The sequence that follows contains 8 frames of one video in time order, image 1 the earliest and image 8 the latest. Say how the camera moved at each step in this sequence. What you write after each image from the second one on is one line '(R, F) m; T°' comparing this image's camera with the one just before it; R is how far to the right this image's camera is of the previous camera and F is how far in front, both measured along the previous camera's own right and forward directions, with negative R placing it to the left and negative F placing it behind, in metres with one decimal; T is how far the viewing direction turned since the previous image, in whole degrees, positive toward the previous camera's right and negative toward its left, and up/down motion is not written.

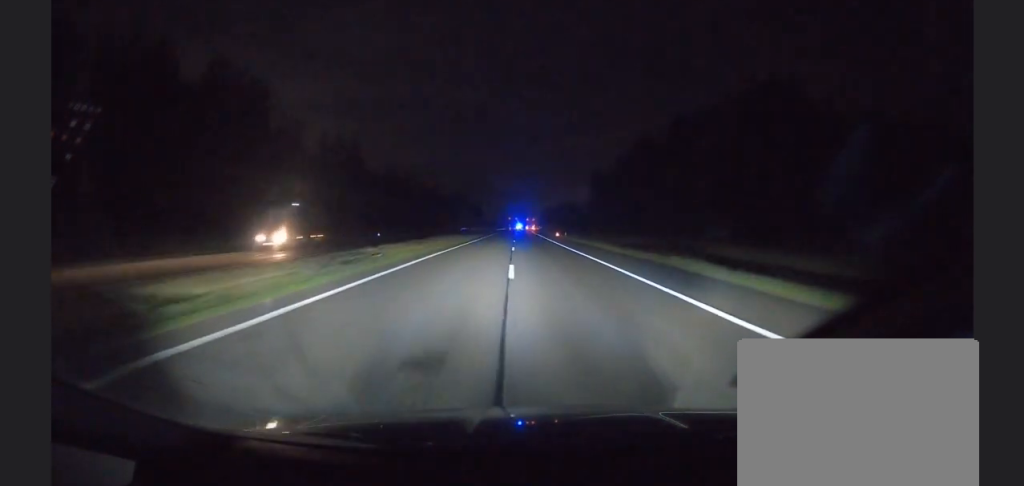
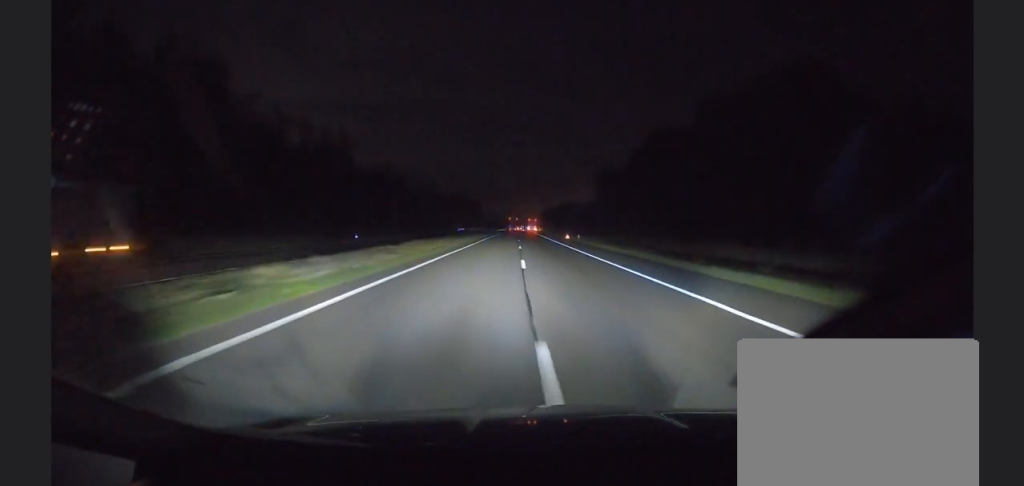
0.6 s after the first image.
(-0.4, +13.0) m; -1°
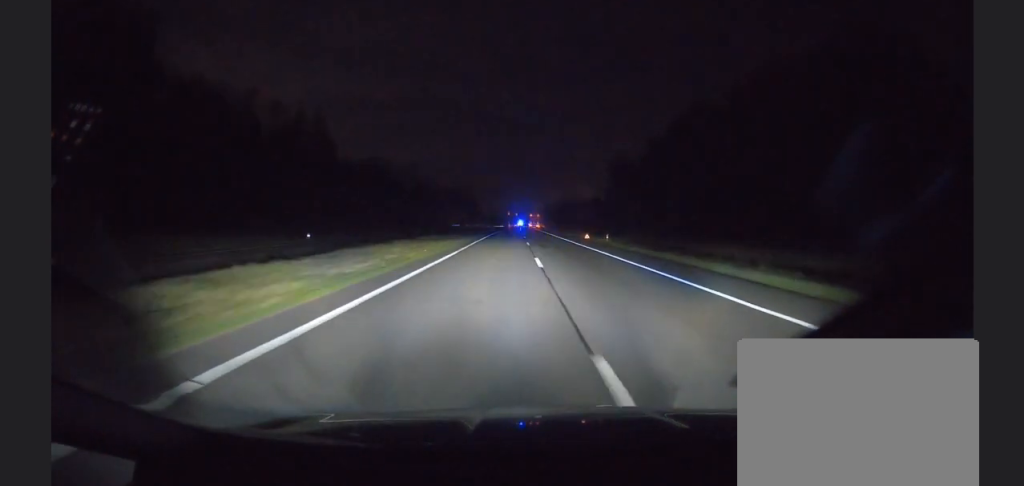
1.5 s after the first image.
(0.0, +18.2) m; +1°
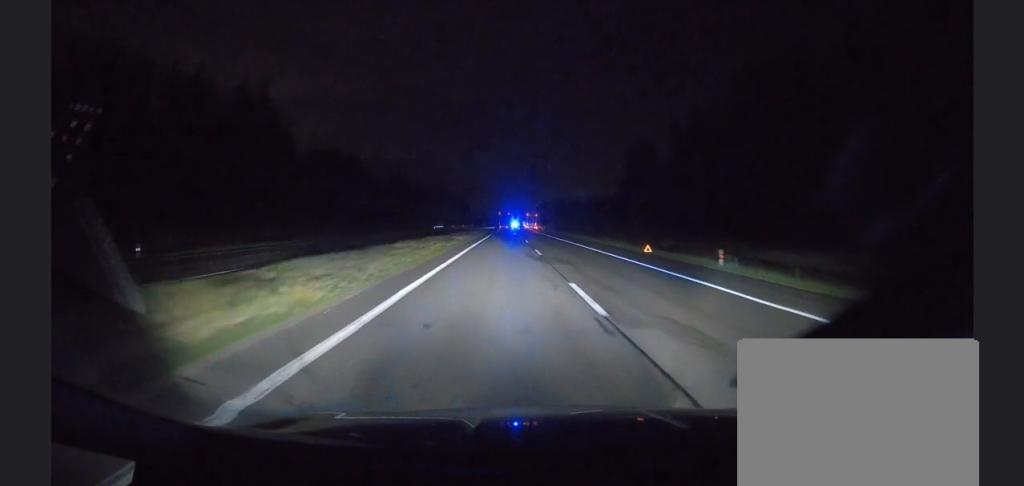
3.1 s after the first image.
(+0.6, +29.9) m; +2°
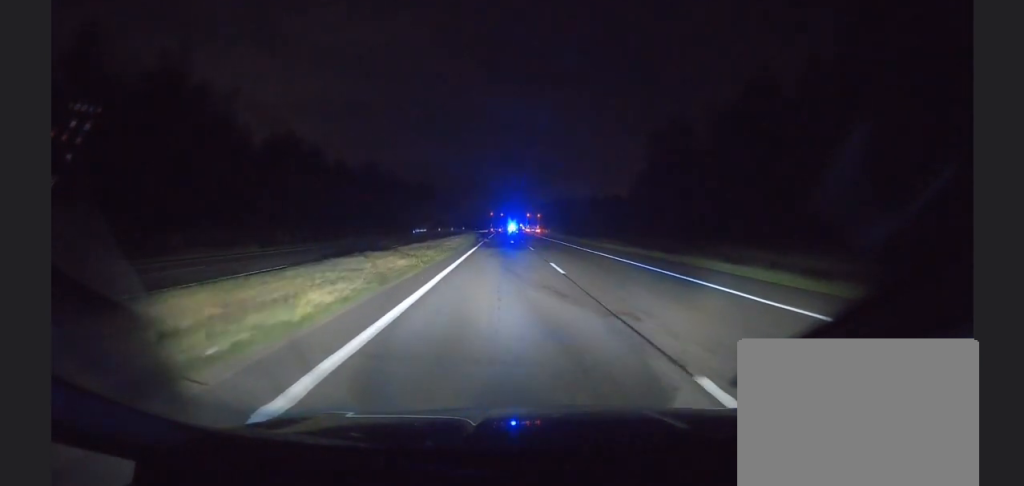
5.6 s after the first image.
(-0.4, +28.9) m; -1°
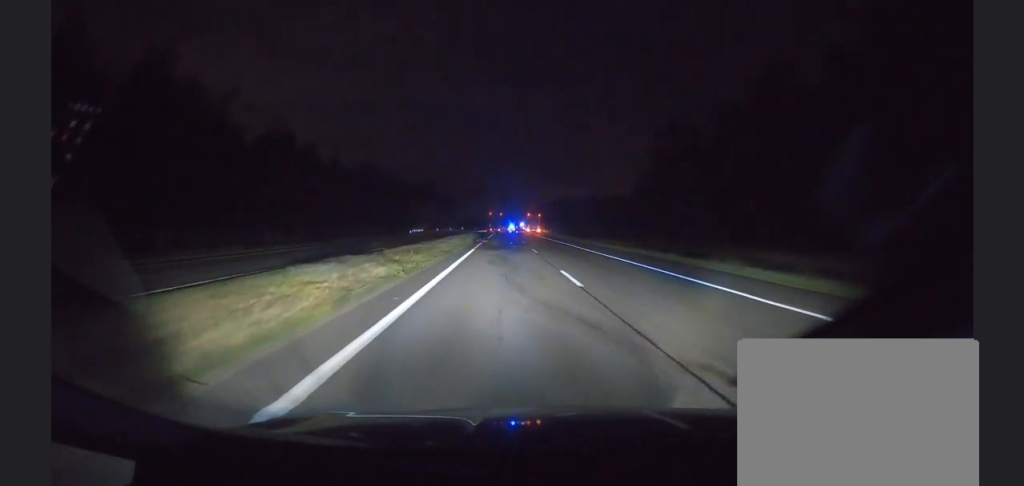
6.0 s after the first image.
(0.0, +3.9) m; 0°
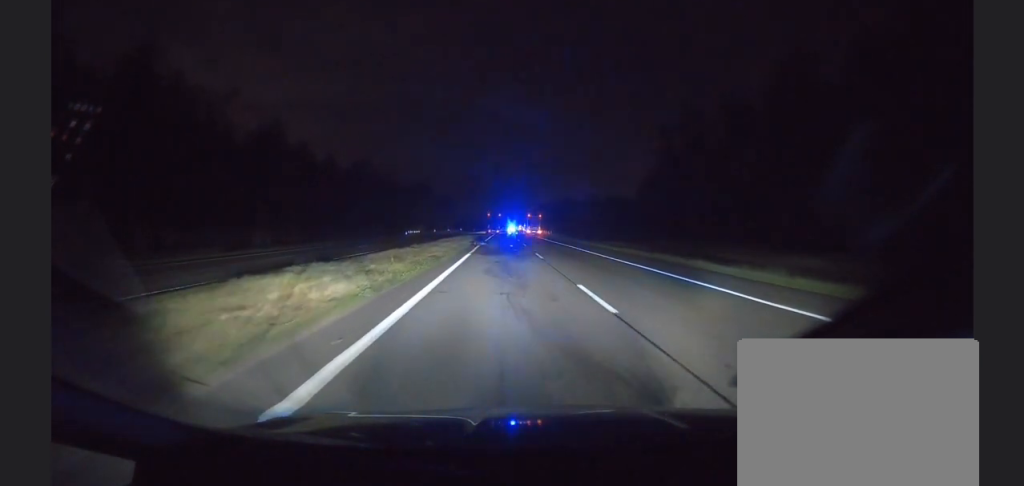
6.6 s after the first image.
(+0.2, +3.8) m; -1°
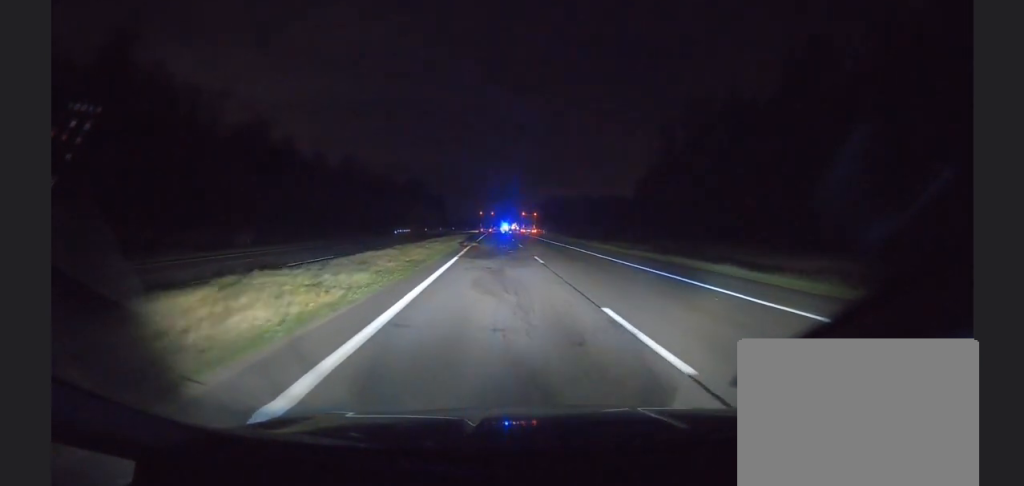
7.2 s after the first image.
(-0.1, +3.9) m; -1°
